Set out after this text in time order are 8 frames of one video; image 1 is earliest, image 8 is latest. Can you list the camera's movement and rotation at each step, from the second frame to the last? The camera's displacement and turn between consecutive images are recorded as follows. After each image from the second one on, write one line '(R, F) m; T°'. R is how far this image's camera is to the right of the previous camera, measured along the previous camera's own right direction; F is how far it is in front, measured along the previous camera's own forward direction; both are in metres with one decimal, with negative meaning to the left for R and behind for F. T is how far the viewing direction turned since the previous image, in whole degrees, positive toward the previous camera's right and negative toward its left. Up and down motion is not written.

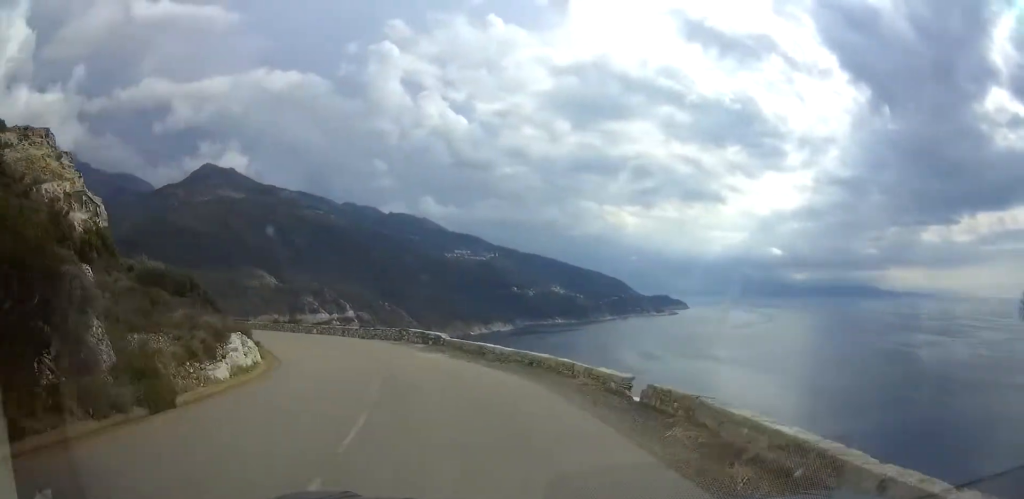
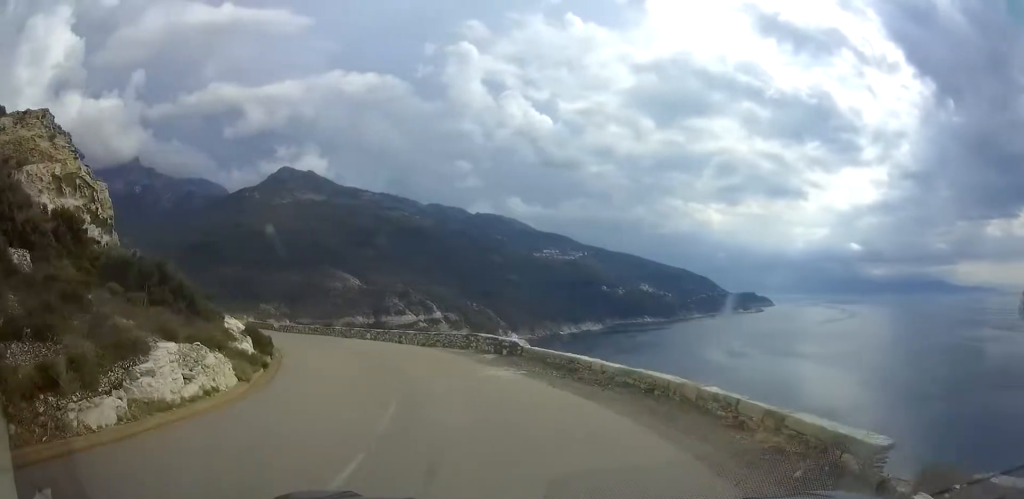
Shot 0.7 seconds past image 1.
(-0.4, +7.8) m; -8°
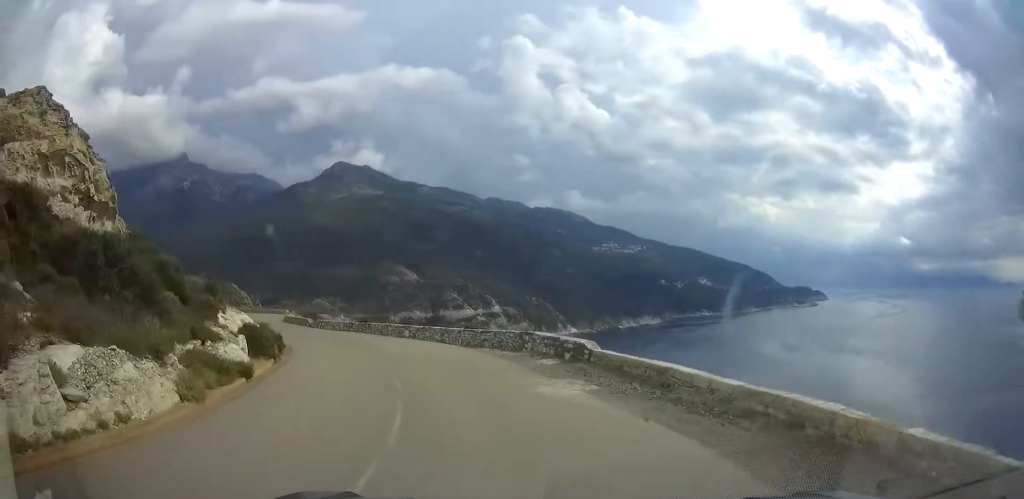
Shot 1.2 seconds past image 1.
(-0.5, +5.2) m; -5°
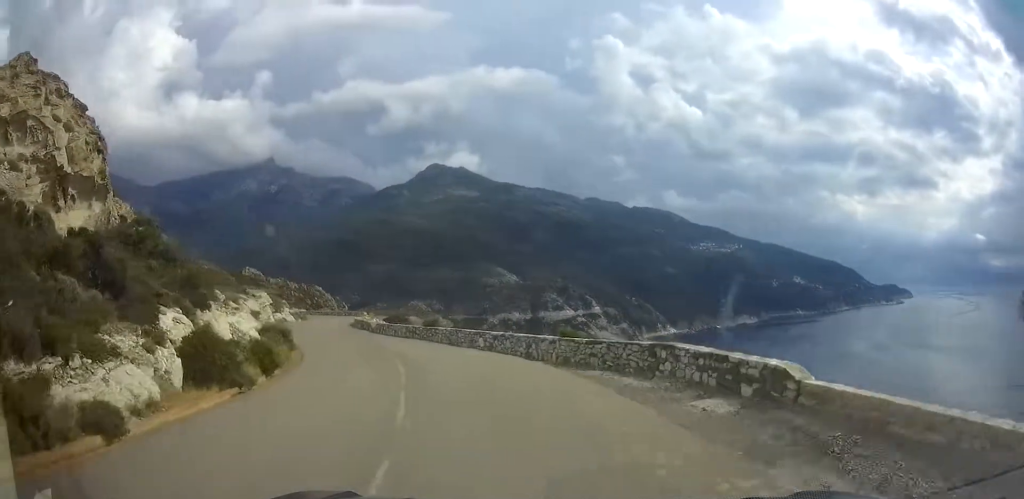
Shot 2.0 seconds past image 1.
(-0.6, +8.9) m; -8°
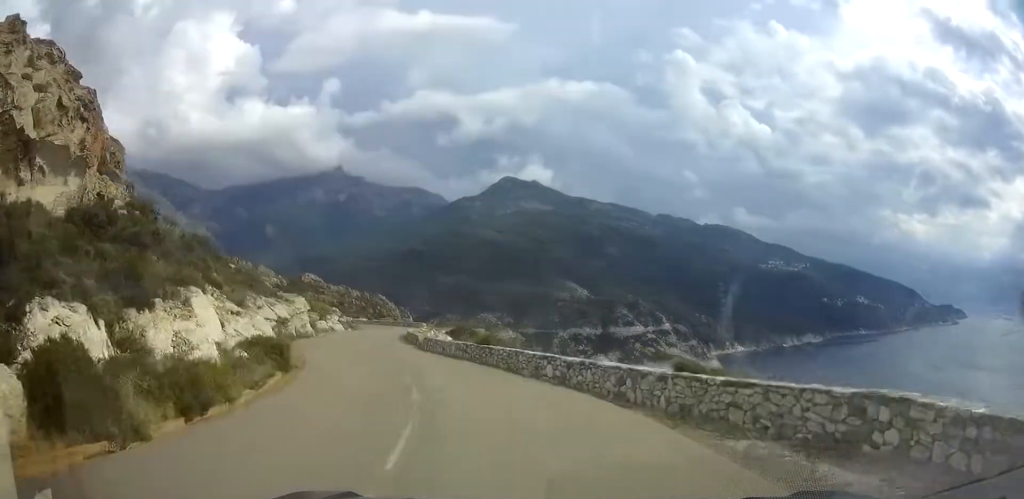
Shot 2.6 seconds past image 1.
(-0.2, +6.7) m; -6°
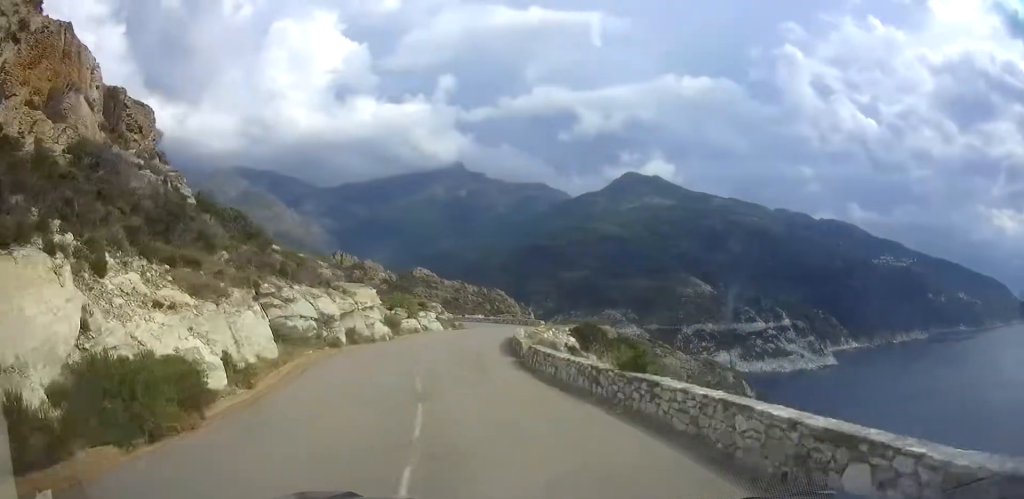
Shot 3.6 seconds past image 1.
(-1.3, +11.8) m; -13°
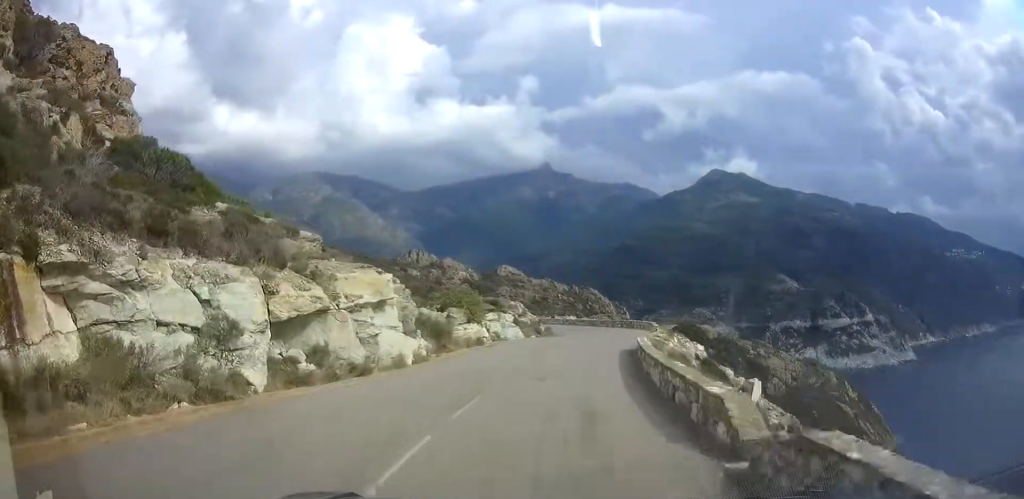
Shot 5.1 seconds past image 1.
(-1.7, +16.3) m; -5°
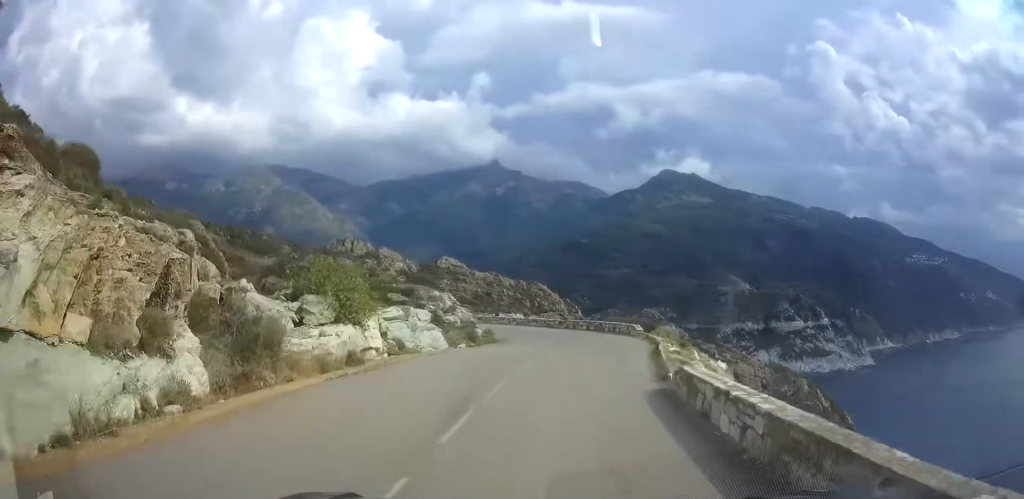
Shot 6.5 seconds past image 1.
(+0.3, +15.4) m; +4°
